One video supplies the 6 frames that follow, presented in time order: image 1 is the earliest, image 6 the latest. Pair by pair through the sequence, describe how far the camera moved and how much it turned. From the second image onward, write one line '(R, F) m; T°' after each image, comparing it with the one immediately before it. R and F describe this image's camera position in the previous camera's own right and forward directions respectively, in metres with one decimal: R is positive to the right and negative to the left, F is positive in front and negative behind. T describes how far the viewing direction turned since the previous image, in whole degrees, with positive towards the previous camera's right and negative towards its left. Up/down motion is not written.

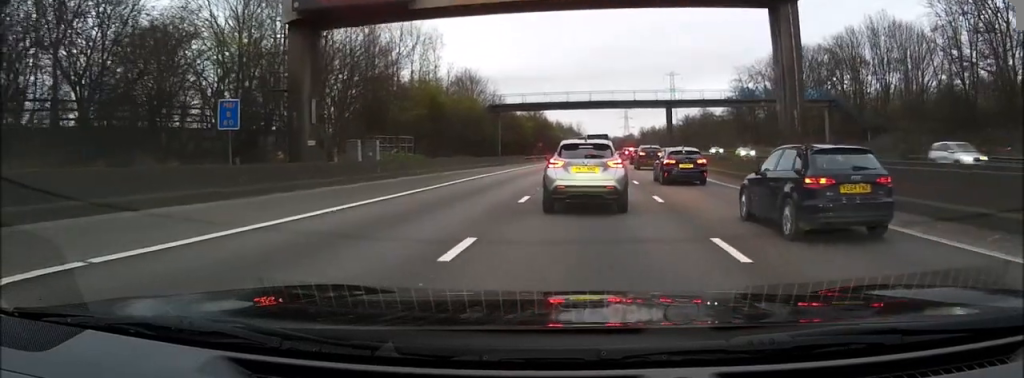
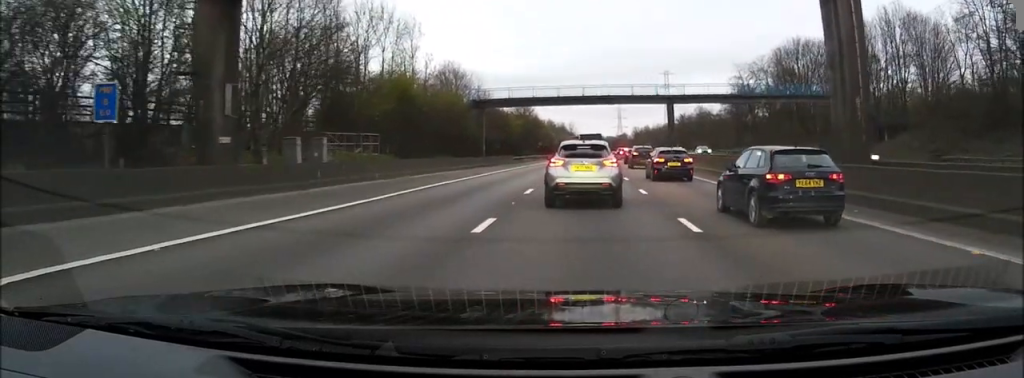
(+0.4, +4.6) m; +3°
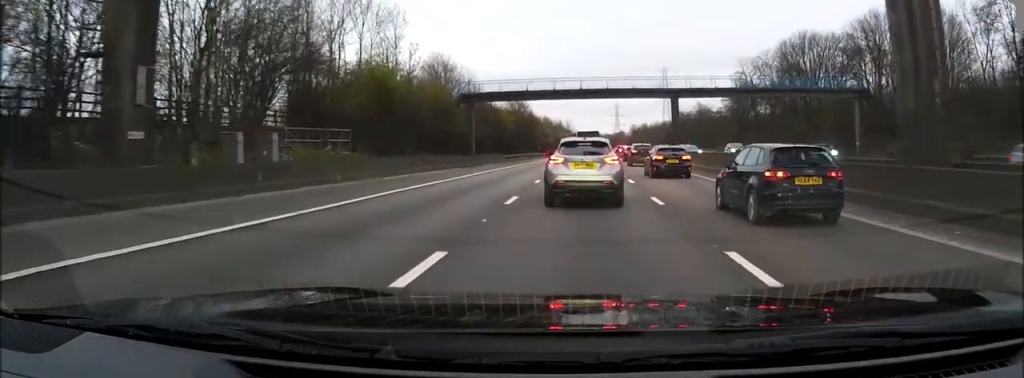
(0.0, +3.1) m; -2°
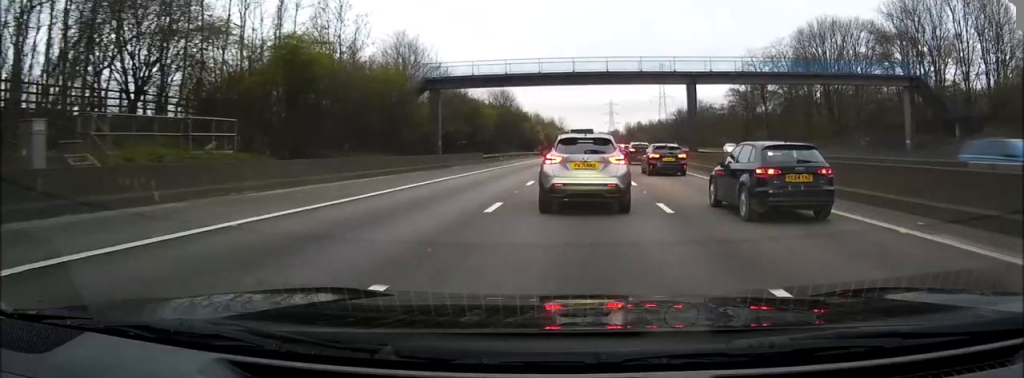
(-0.4, +9.2) m; -1°
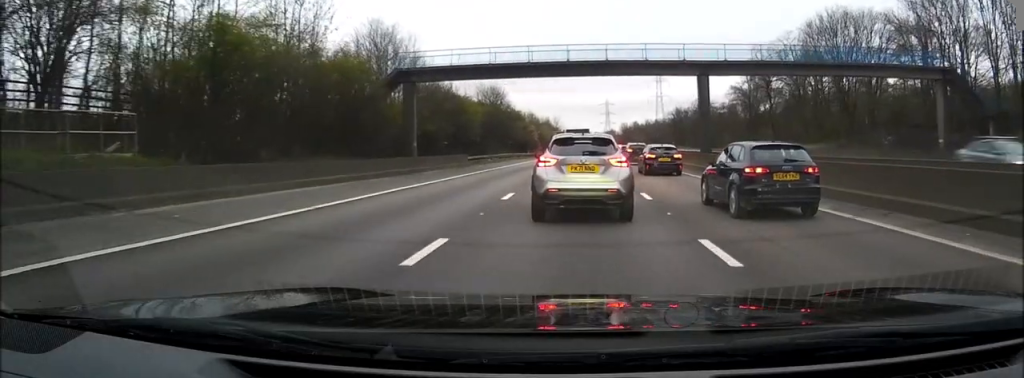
(0.0, +5.2) m; 0°
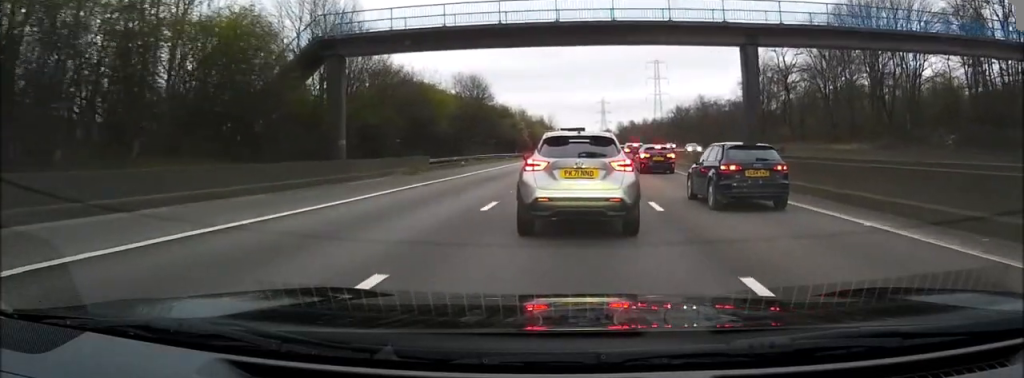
(+0.1, +11.6) m; +3°
